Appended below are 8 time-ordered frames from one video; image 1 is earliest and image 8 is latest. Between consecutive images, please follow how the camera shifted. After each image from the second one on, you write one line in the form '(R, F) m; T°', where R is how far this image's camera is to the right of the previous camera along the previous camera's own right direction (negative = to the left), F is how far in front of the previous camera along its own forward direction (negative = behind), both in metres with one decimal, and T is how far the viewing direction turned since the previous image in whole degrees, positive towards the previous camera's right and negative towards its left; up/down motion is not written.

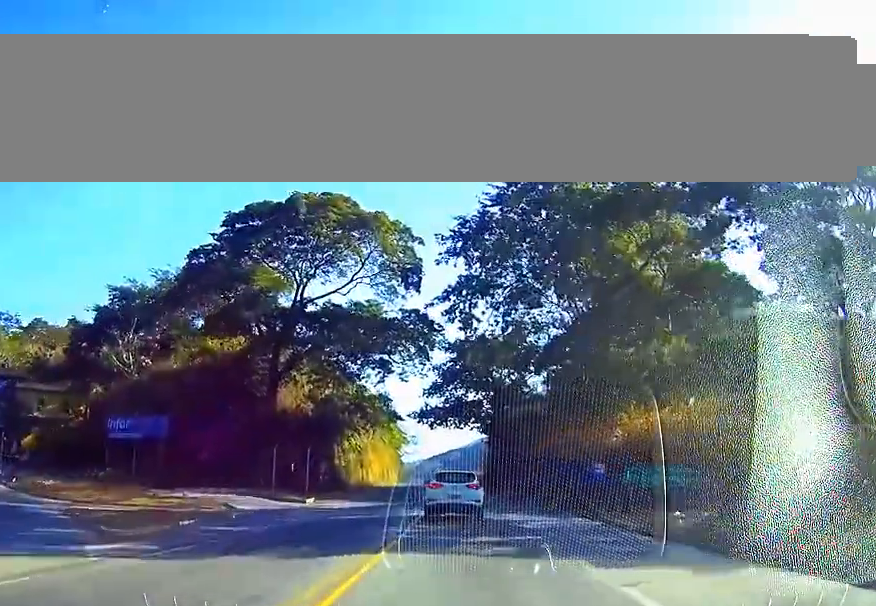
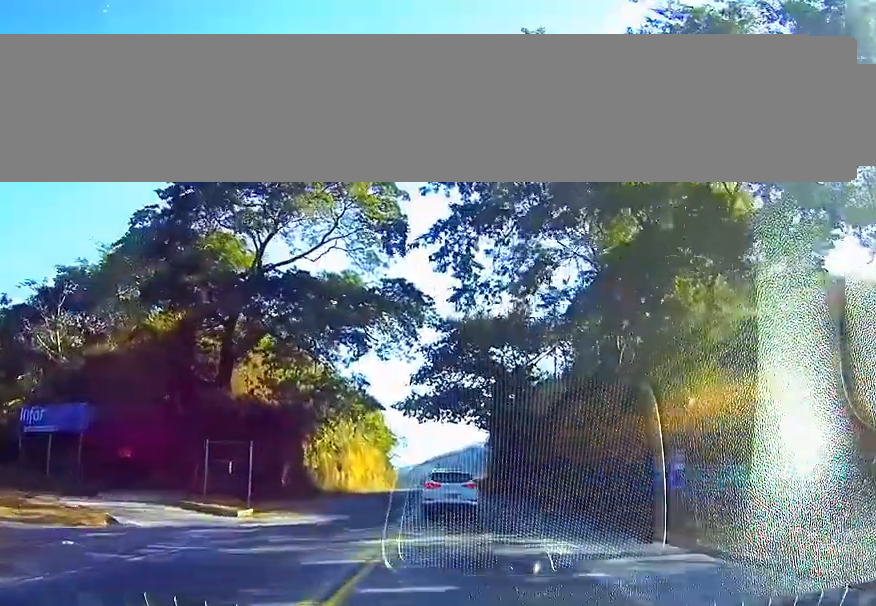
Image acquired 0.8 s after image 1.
(0.0, +13.1) m; 0°
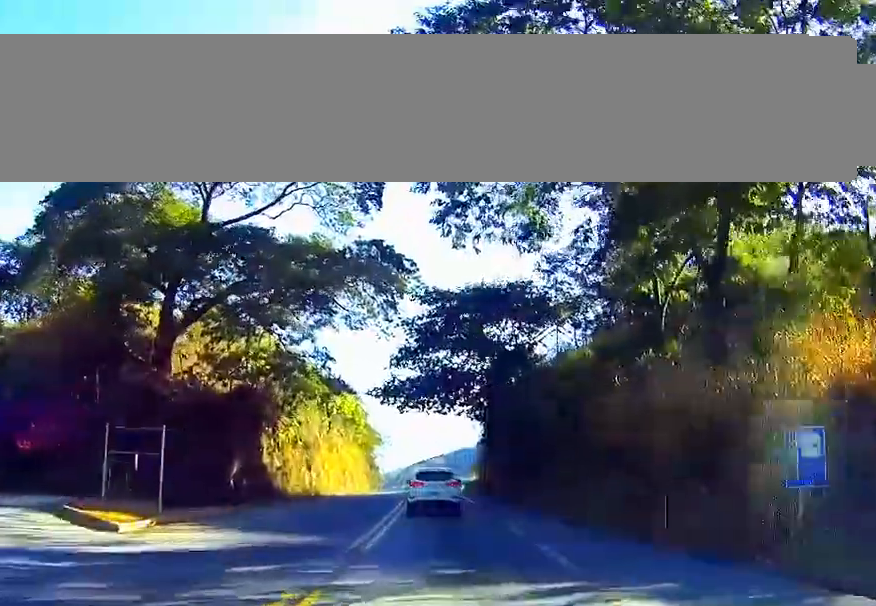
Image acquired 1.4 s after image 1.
(0.0, +10.3) m; 0°
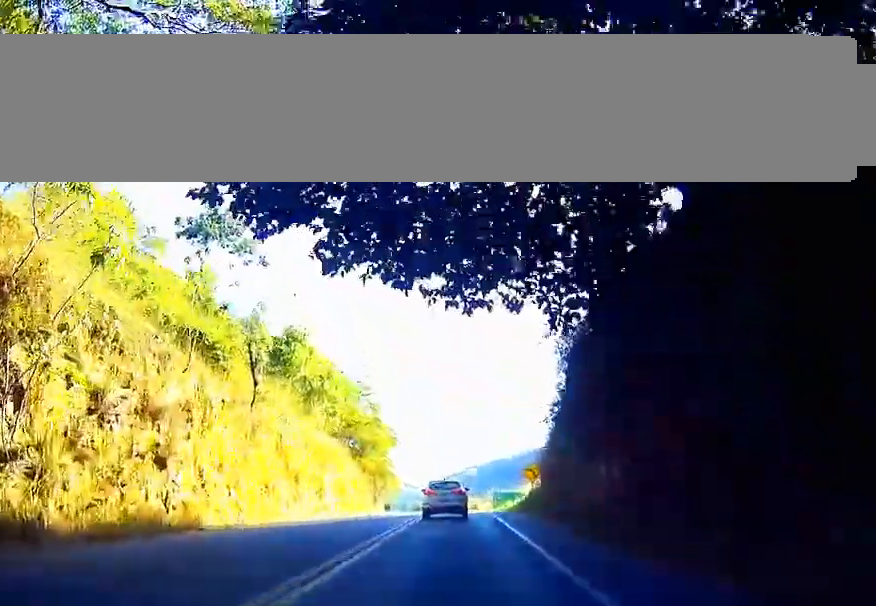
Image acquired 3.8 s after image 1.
(+0.1, +37.9) m; 0°
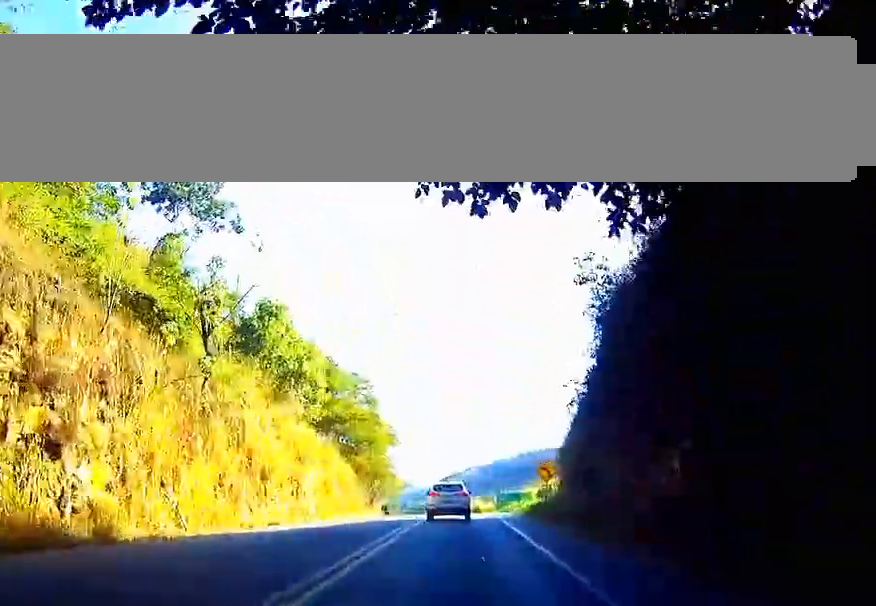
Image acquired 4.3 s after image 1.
(0.0, +8.1) m; 0°
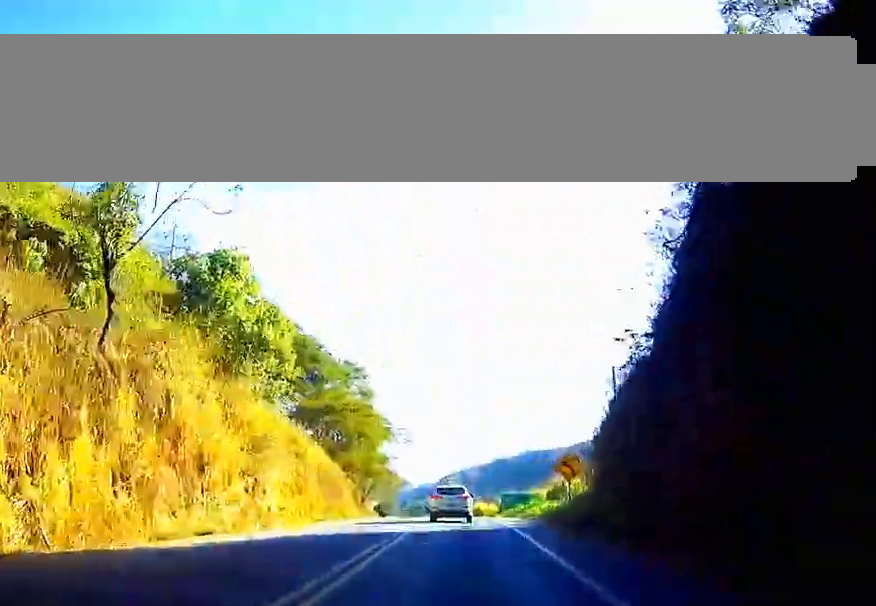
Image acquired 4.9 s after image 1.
(-0.1, +9.8) m; 0°
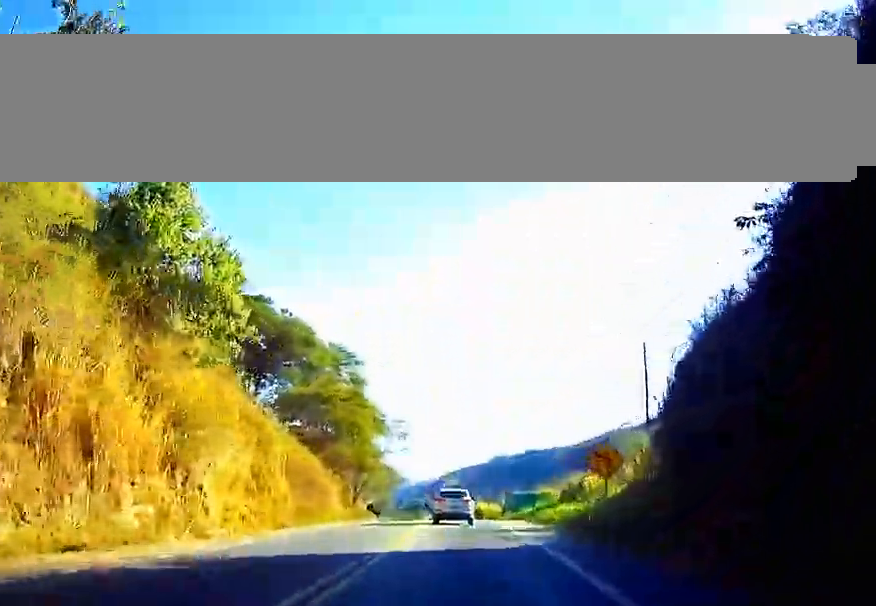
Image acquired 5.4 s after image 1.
(0.0, +9.3) m; 0°
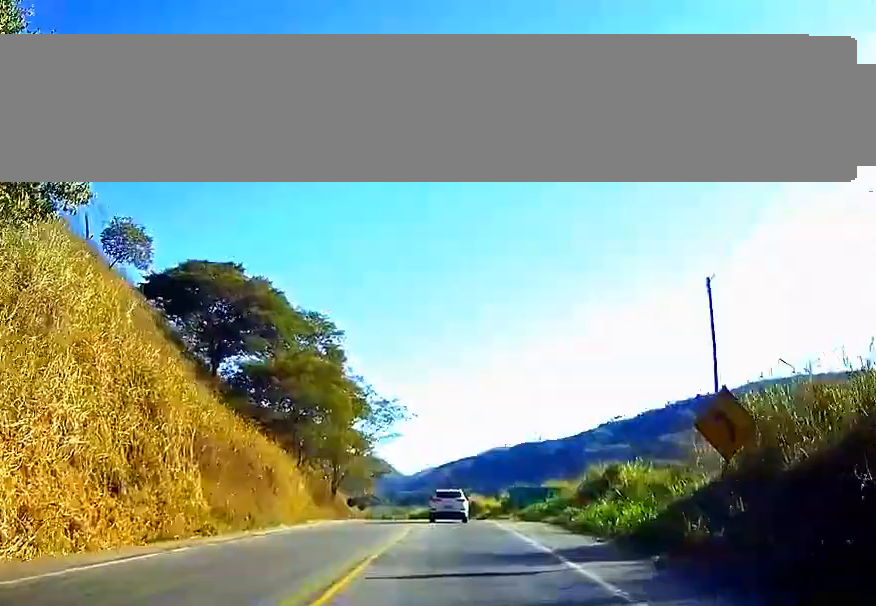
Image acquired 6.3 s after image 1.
(0.0, +13.7) m; 0°
